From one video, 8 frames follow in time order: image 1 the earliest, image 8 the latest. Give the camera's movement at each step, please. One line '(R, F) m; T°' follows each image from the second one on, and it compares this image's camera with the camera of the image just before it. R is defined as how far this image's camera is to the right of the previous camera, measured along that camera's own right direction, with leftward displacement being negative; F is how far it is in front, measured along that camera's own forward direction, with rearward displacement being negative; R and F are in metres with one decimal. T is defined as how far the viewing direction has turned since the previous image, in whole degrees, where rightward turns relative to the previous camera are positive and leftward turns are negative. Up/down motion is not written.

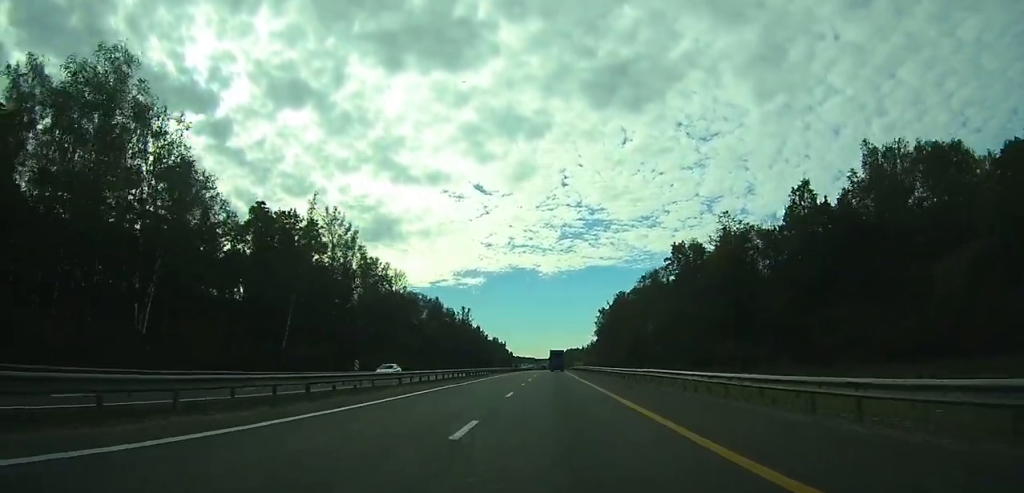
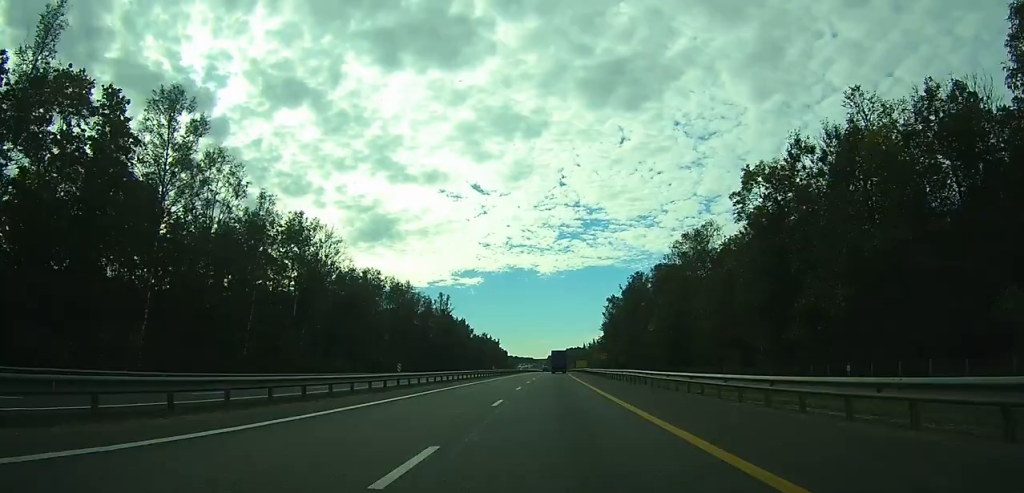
(0.0, +39.9) m; 0°
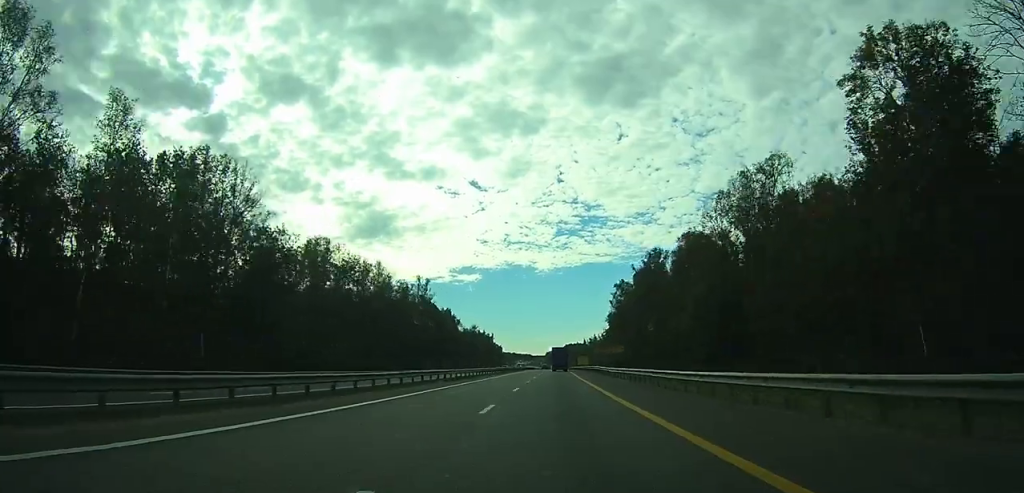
(-0.1, +27.1) m; 0°
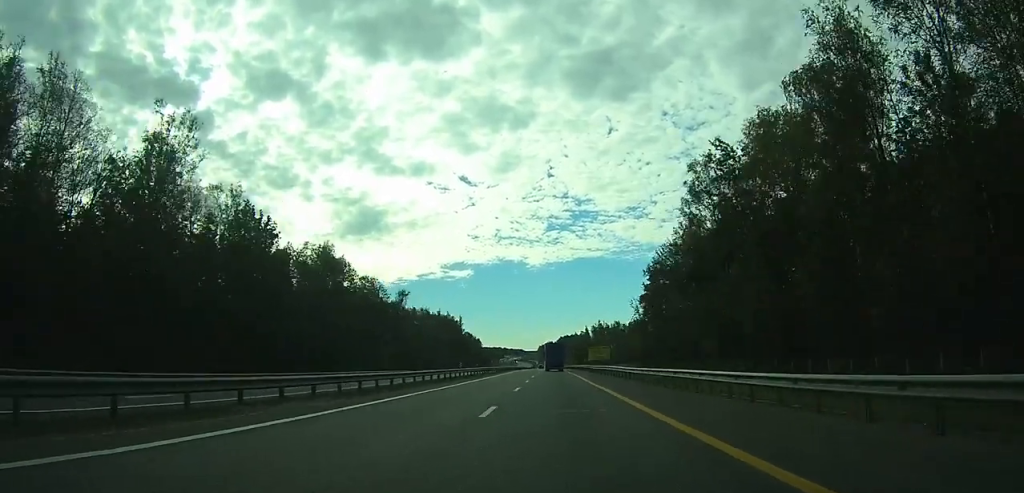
(+0.6, +97.0) m; 0°
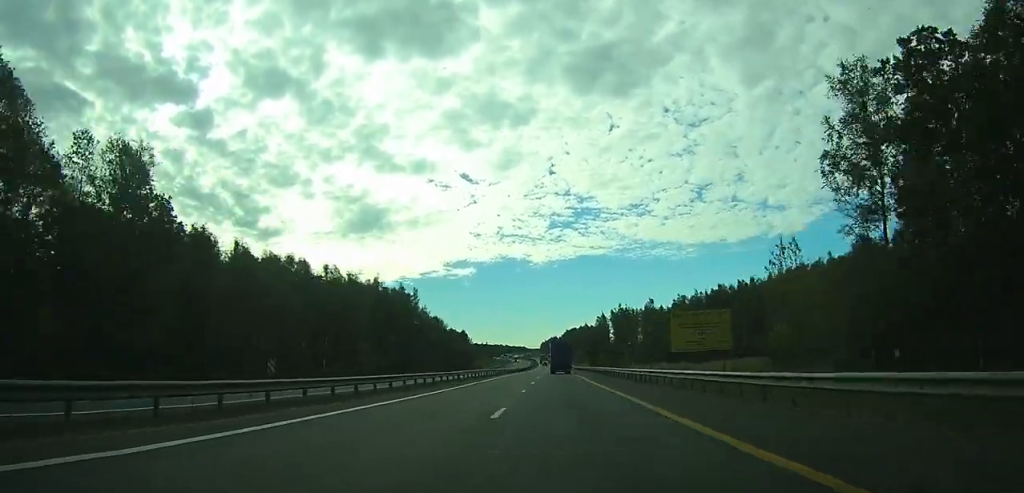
(+0.1, +83.8) m; 0°
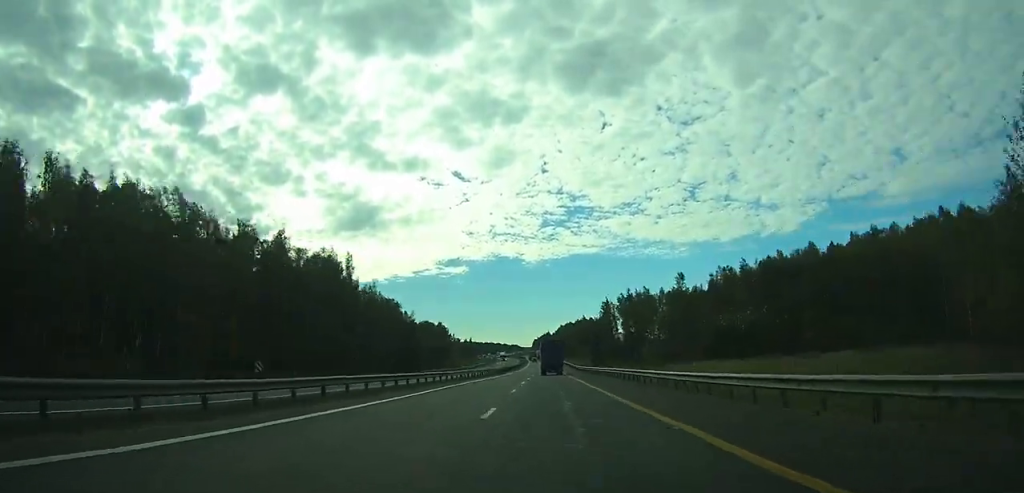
(+0.1, +47.9) m; 0°
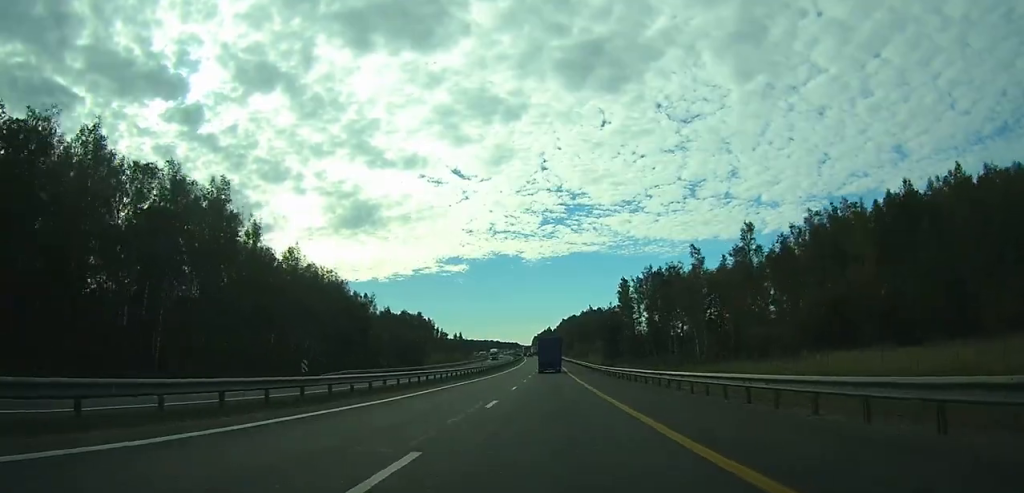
(+0.1, +44.0) m; 0°
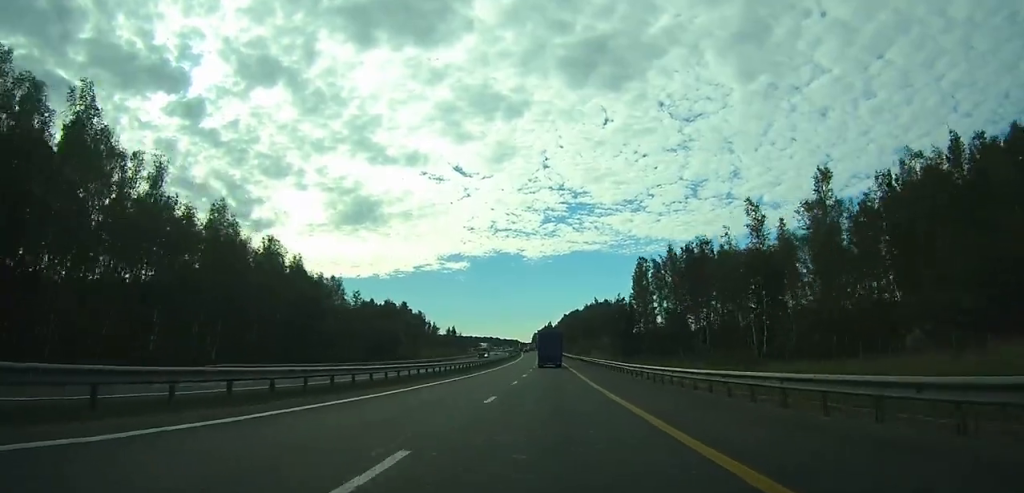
(0.0, +24.4) m; 0°
